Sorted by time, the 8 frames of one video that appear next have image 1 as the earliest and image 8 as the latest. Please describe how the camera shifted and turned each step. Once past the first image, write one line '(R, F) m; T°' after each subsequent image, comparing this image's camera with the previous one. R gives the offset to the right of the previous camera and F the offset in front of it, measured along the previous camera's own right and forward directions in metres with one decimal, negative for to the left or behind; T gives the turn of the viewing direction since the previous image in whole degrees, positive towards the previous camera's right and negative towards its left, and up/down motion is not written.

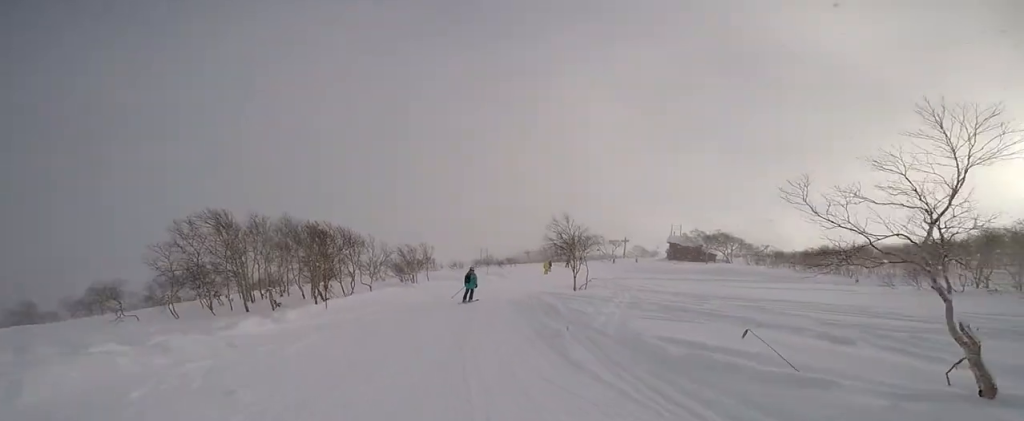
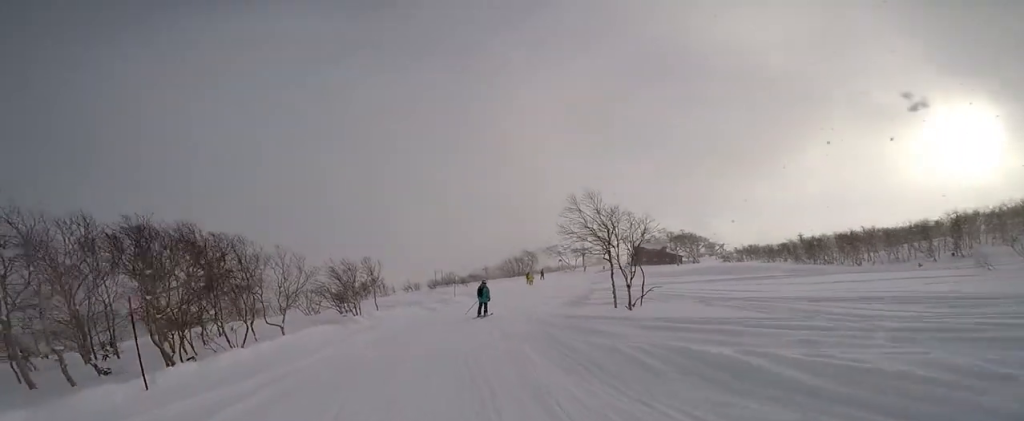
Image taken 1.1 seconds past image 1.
(+0.1, +7.6) m; +8°
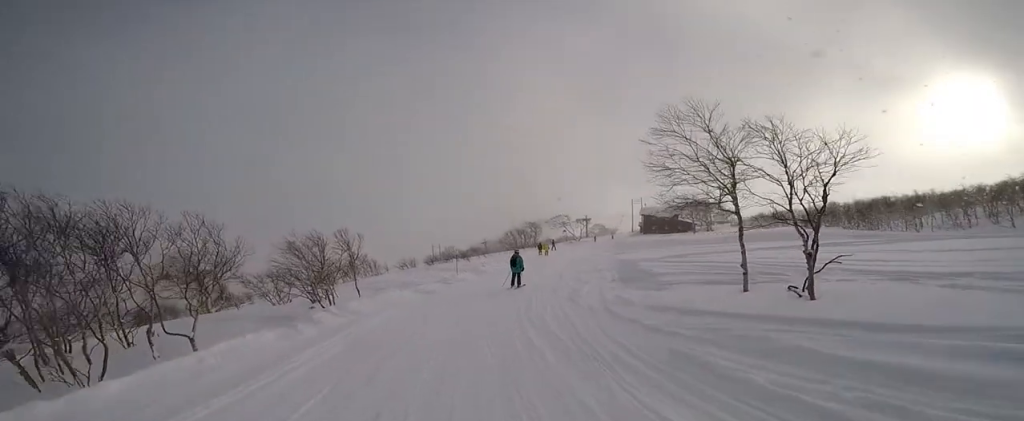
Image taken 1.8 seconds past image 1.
(+0.7, +5.1) m; +6°
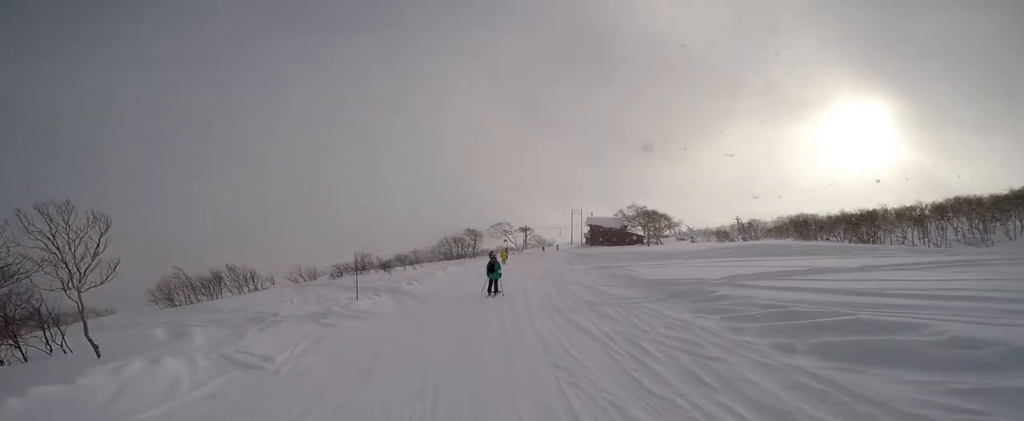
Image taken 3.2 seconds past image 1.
(+0.4, +9.6) m; +2°
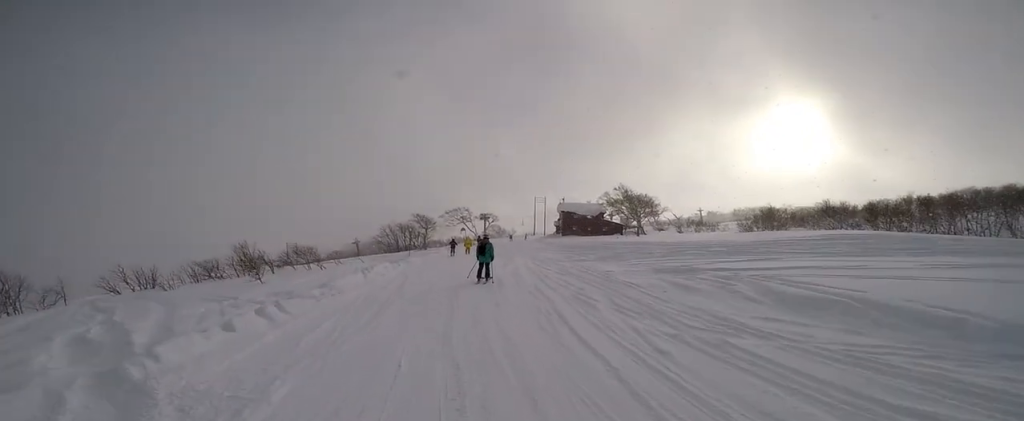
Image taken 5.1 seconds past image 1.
(+0.2, +11.9) m; +10°
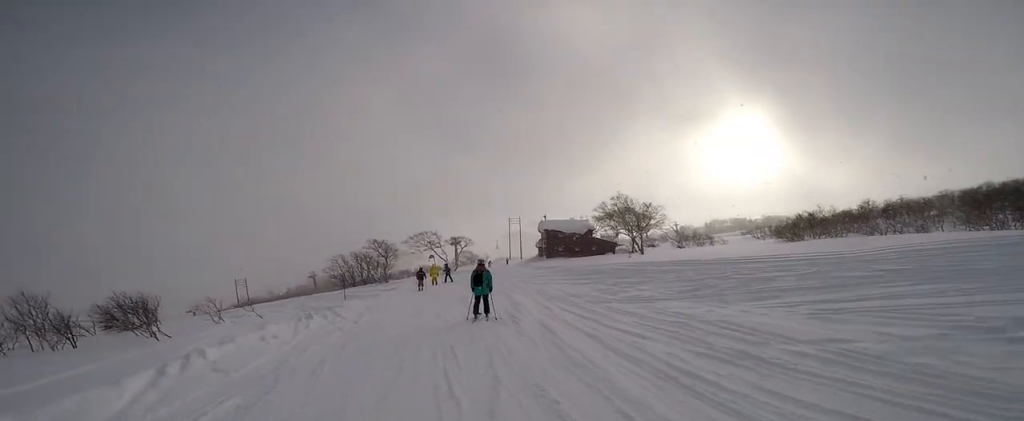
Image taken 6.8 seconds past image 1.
(+1.2, +8.8) m; 0°
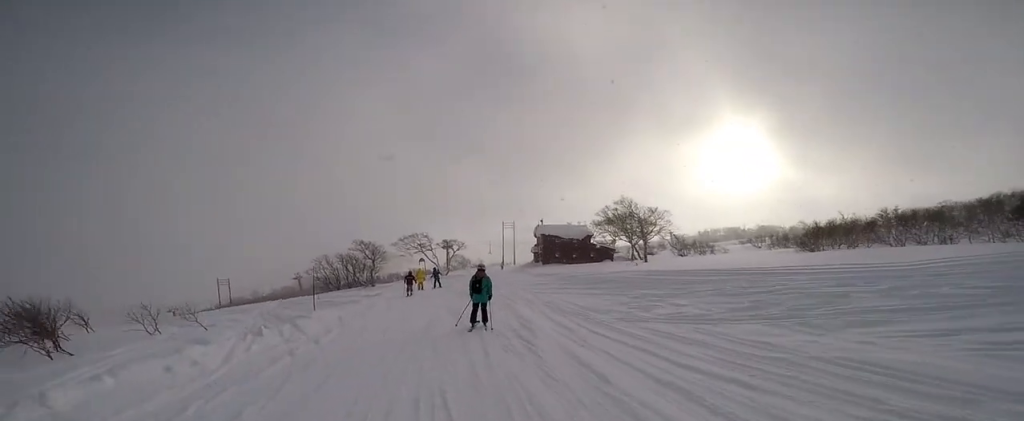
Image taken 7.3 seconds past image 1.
(-0.1, +2.6) m; -2°
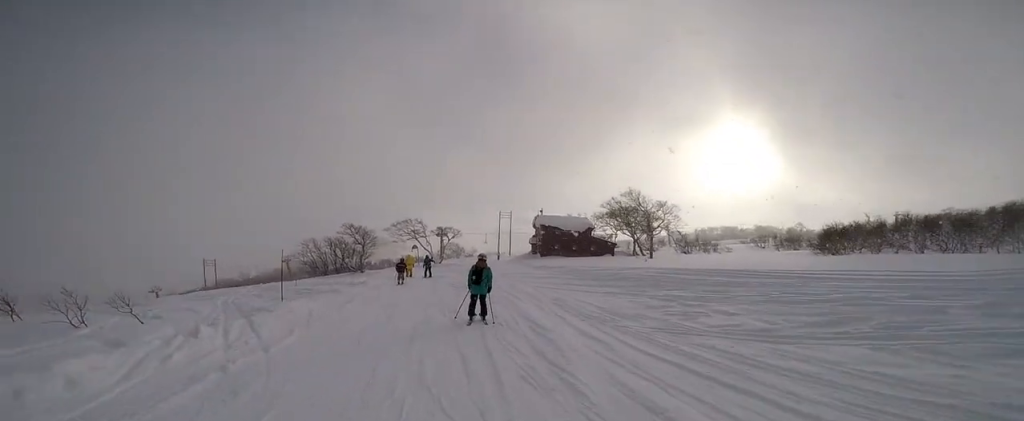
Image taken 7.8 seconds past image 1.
(-0.3, +2.3) m; +1°
